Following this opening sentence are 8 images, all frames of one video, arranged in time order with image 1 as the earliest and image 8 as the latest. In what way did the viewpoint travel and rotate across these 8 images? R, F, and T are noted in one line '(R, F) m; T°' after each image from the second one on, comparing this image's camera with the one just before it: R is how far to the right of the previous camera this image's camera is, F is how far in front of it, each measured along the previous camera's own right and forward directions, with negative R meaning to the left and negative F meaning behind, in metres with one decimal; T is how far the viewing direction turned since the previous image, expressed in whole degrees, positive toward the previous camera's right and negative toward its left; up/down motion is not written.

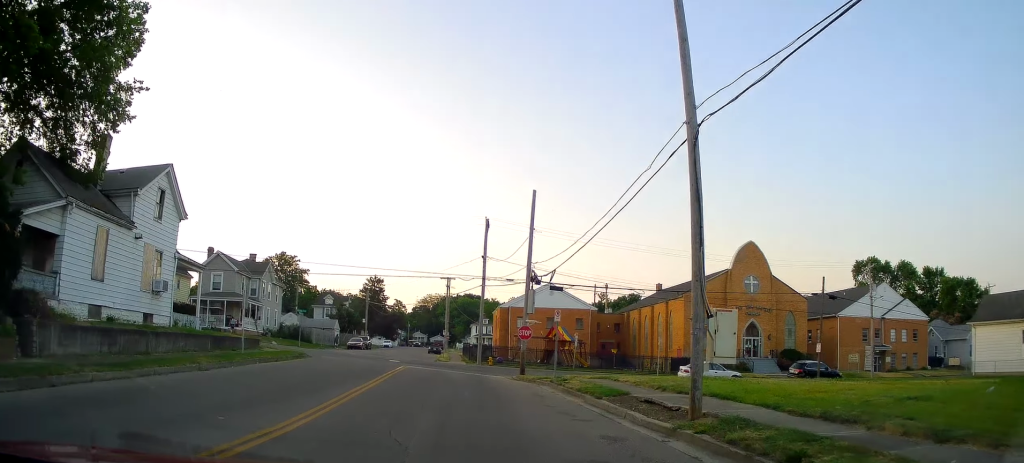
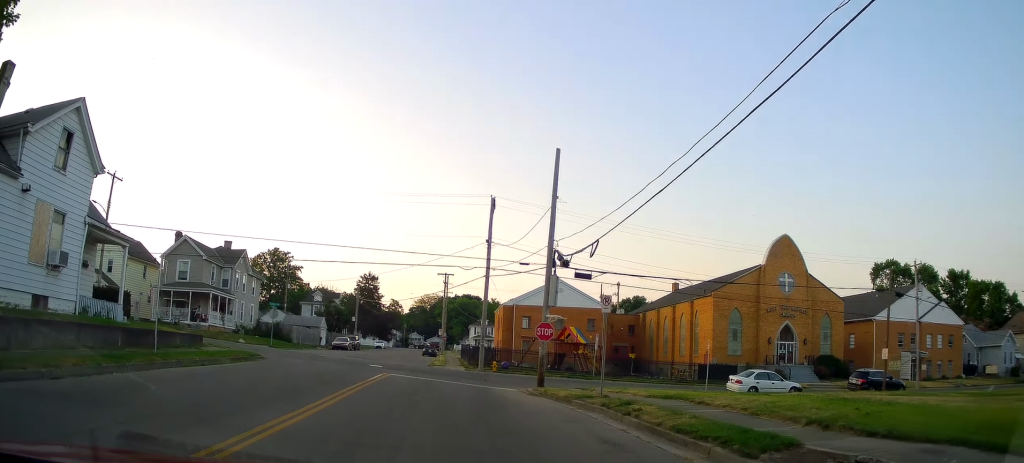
(-0.4, +6.6) m; +5°
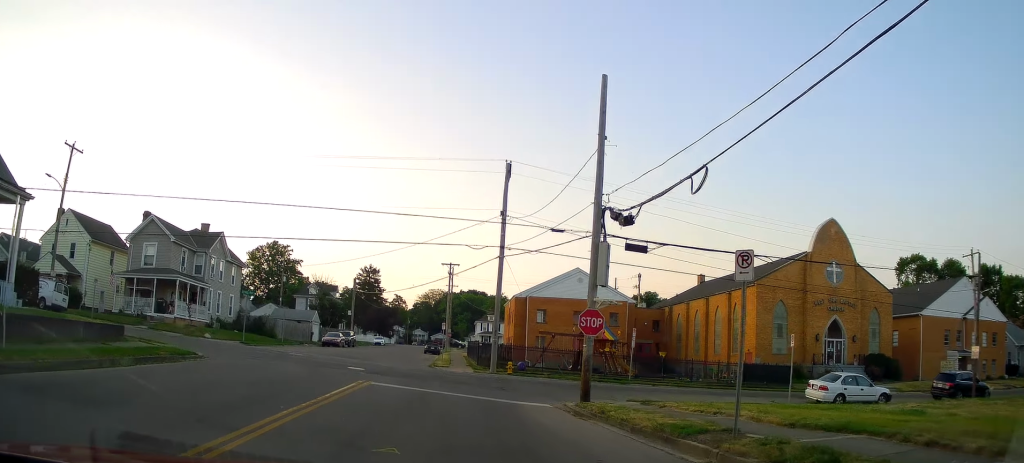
(+0.7, +6.5) m; +6°
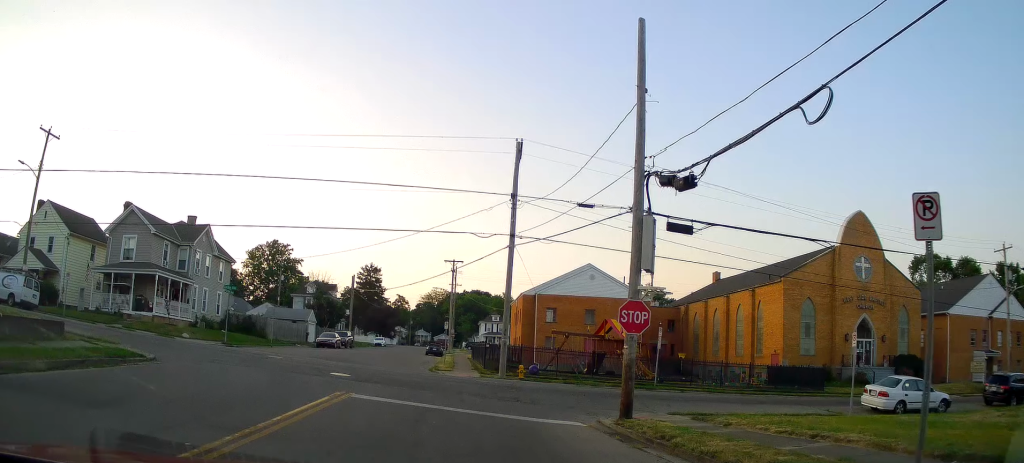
(0.0, +3.4) m; 0°
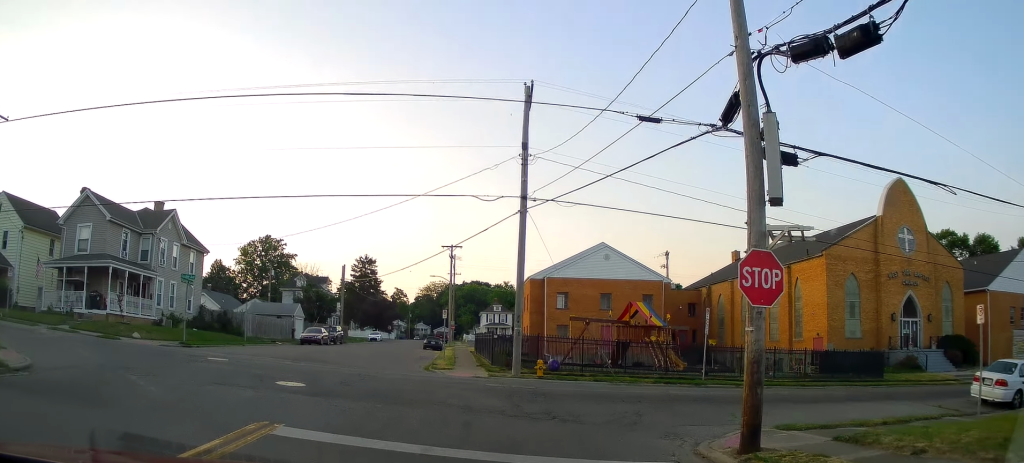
(0.0, +5.6) m; 0°
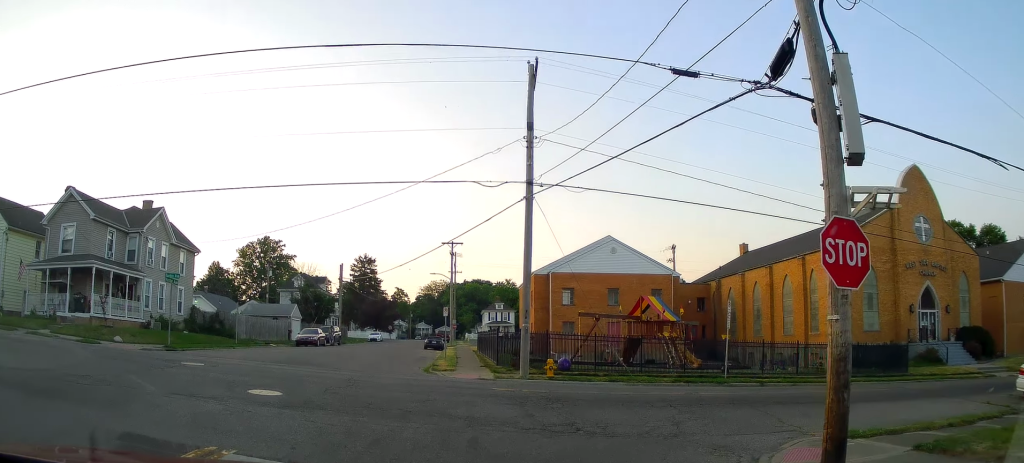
(0.0, +2.1) m; 0°
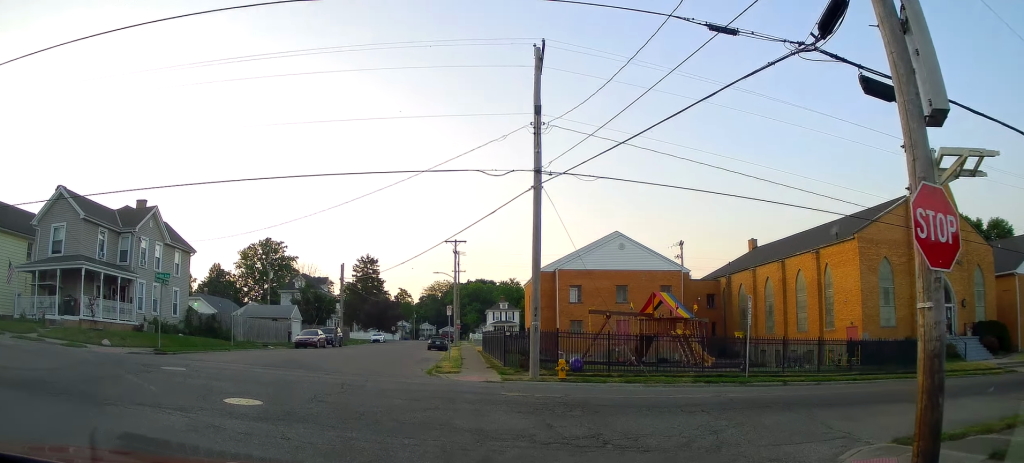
(0.0, +1.4) m; 0°
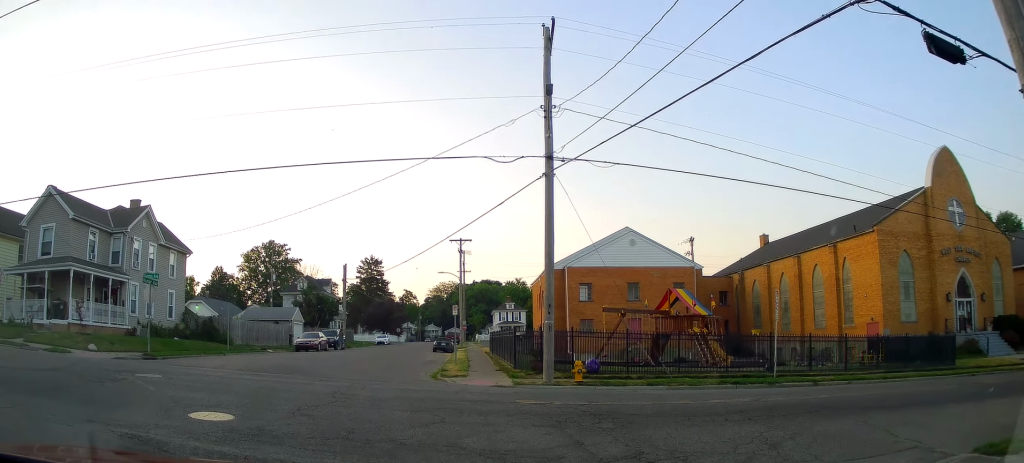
(0.0, +1.8) m; 0°
